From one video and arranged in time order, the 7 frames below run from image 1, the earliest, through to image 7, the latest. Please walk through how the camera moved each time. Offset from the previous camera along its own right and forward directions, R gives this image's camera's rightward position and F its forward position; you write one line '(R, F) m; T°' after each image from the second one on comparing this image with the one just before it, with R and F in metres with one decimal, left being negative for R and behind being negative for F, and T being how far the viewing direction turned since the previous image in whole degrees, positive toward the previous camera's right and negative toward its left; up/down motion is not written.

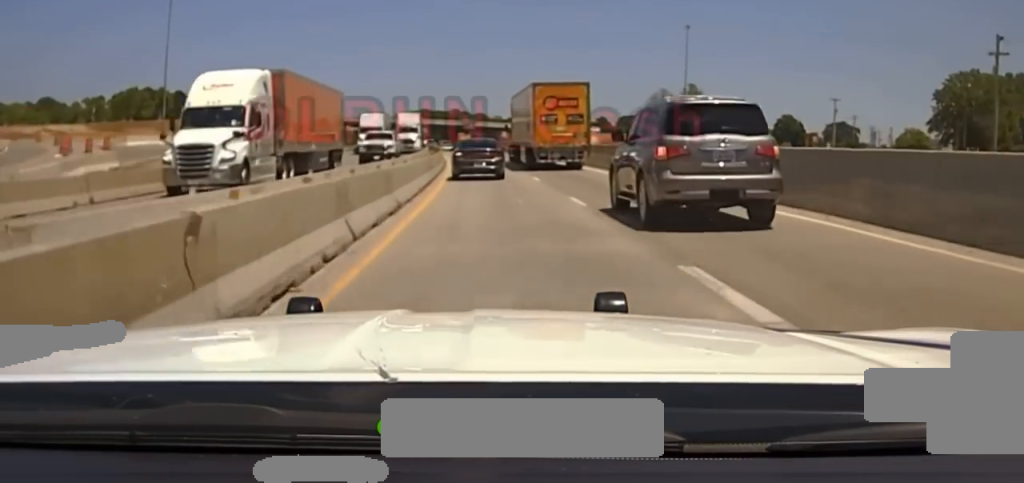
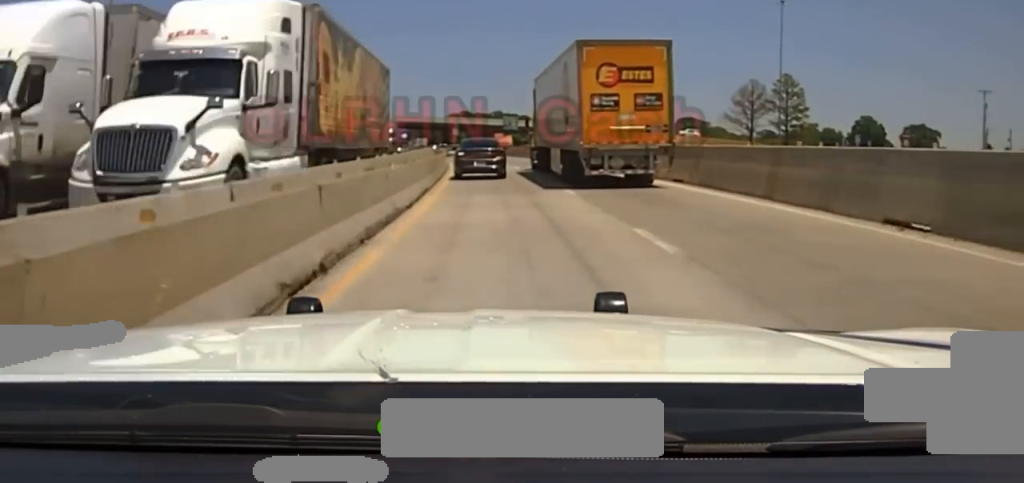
(-1.1, +45.3) m; -3°
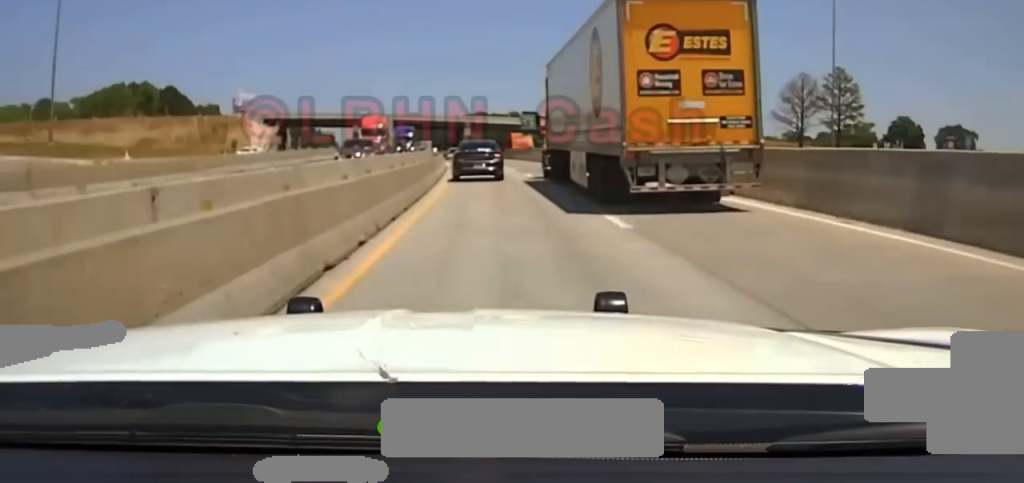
(-0.3, +18.5) m; -1°
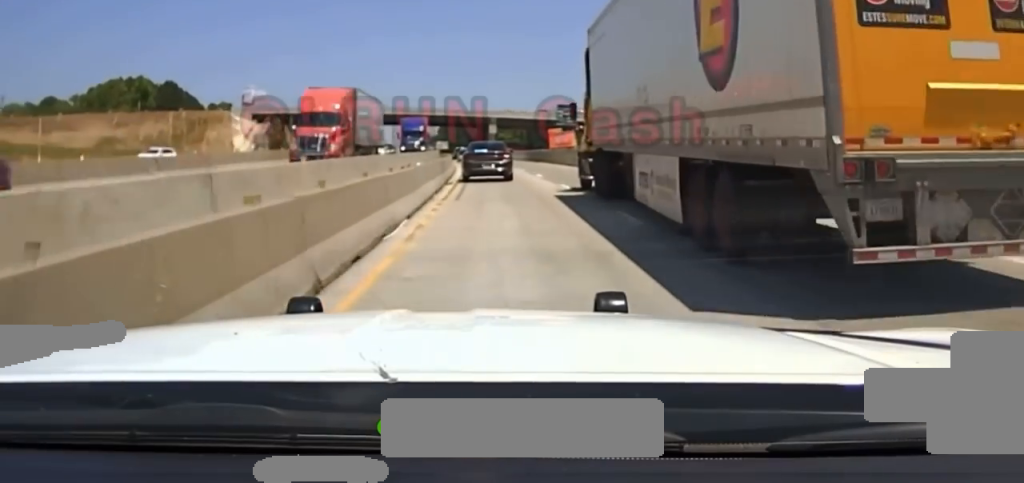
(-0.3, +20.9) m; -1°
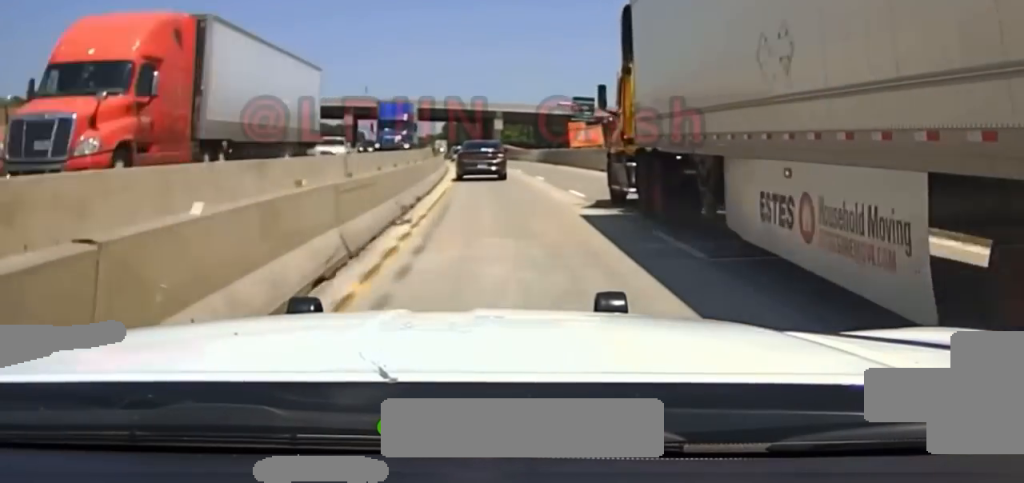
(0.0, +14.4) m; -1°
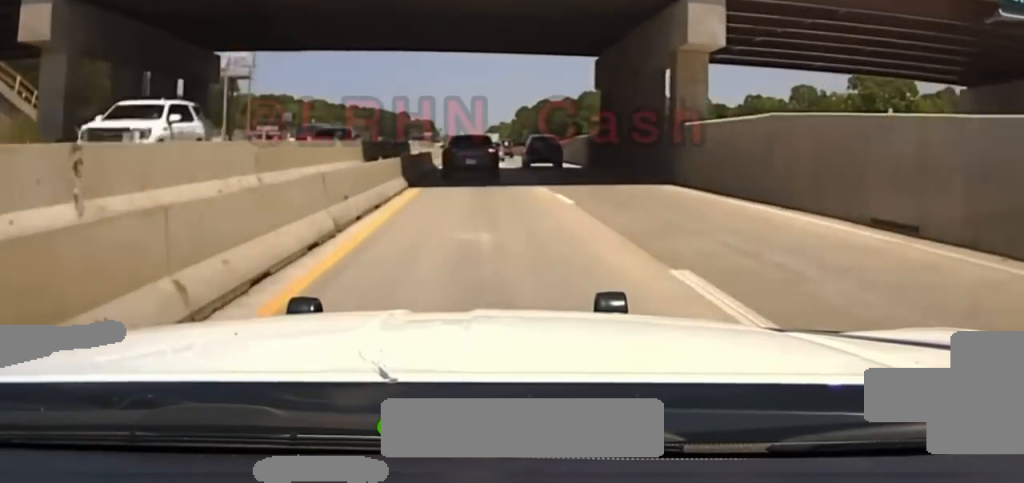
(-3.6, +88.2) m; -5°
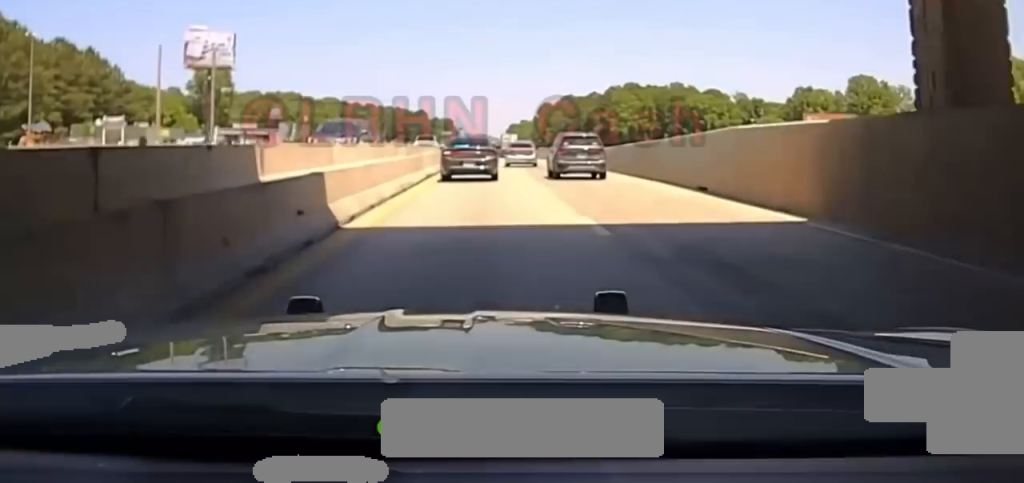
(-0.5, +34.3) m; -1°
